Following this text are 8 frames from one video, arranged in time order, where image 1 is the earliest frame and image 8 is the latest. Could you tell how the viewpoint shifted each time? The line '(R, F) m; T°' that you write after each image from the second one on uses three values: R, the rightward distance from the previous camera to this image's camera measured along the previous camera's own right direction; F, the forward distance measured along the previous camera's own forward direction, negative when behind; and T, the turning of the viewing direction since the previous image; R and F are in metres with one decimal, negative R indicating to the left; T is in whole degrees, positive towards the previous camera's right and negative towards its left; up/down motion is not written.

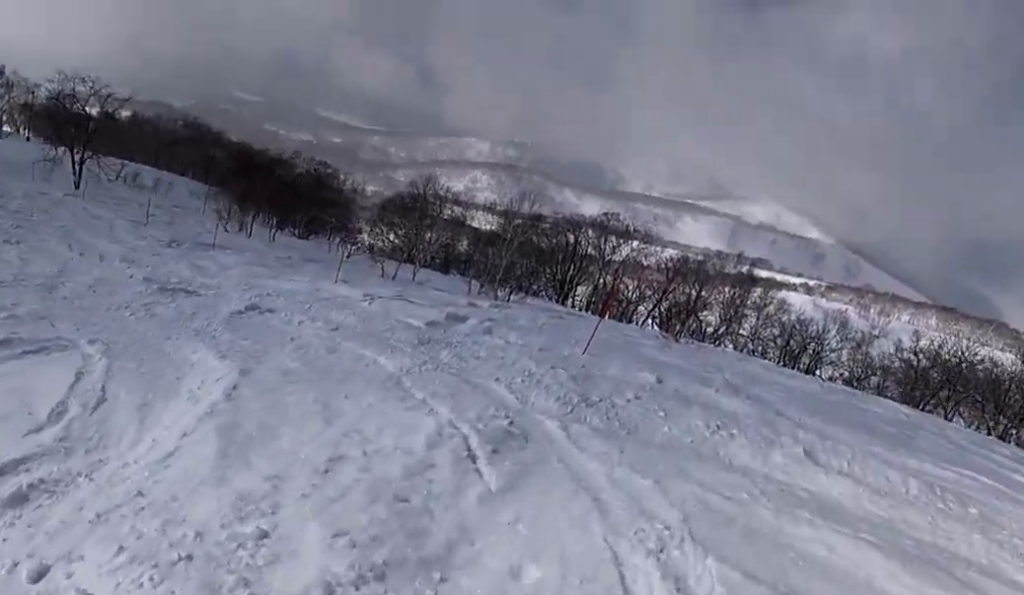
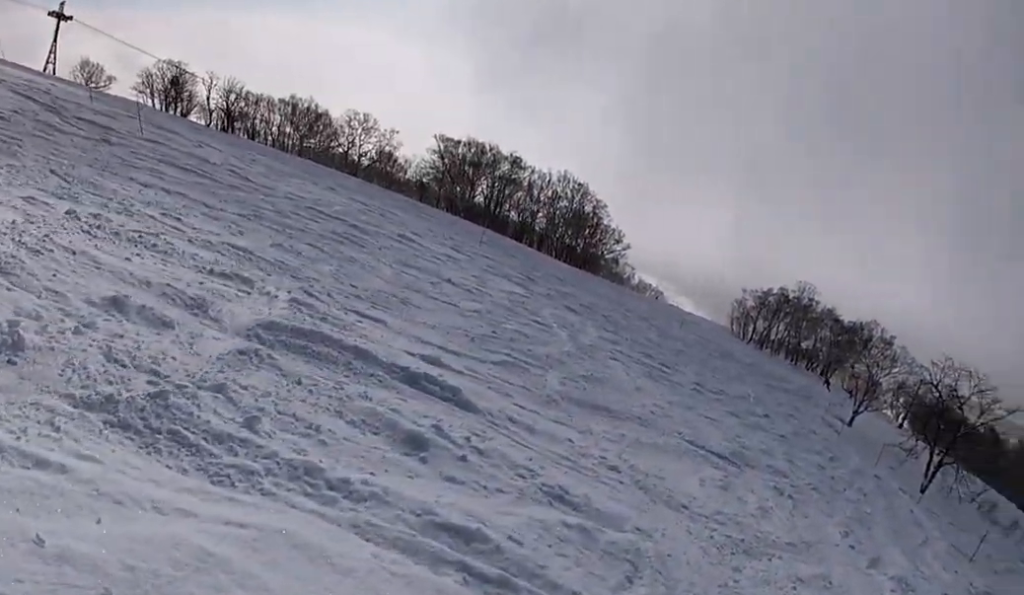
(-2.4, +4.1) m; -44°
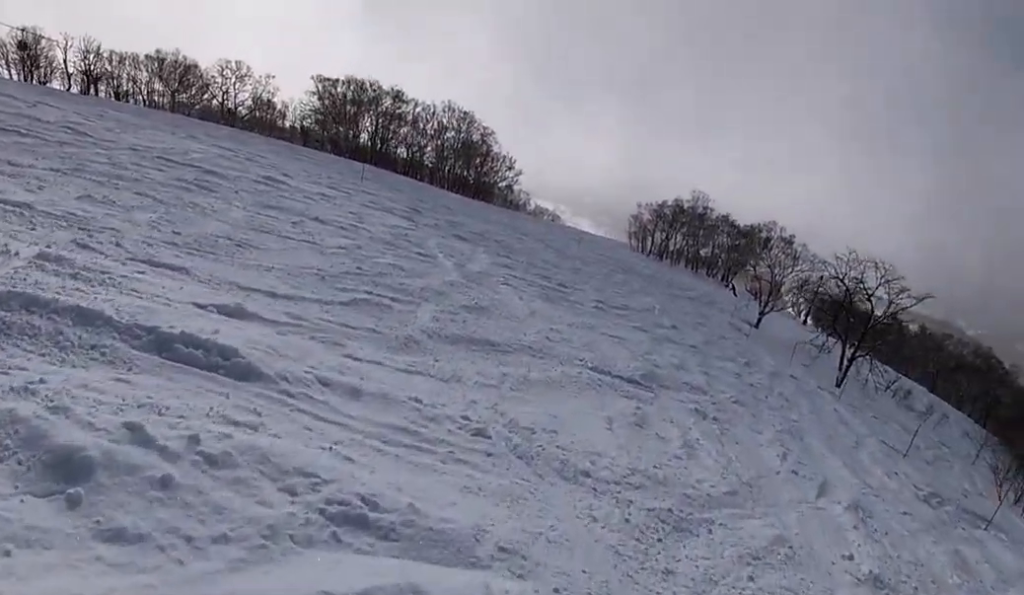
(-0.5, +2.9) m; -14°
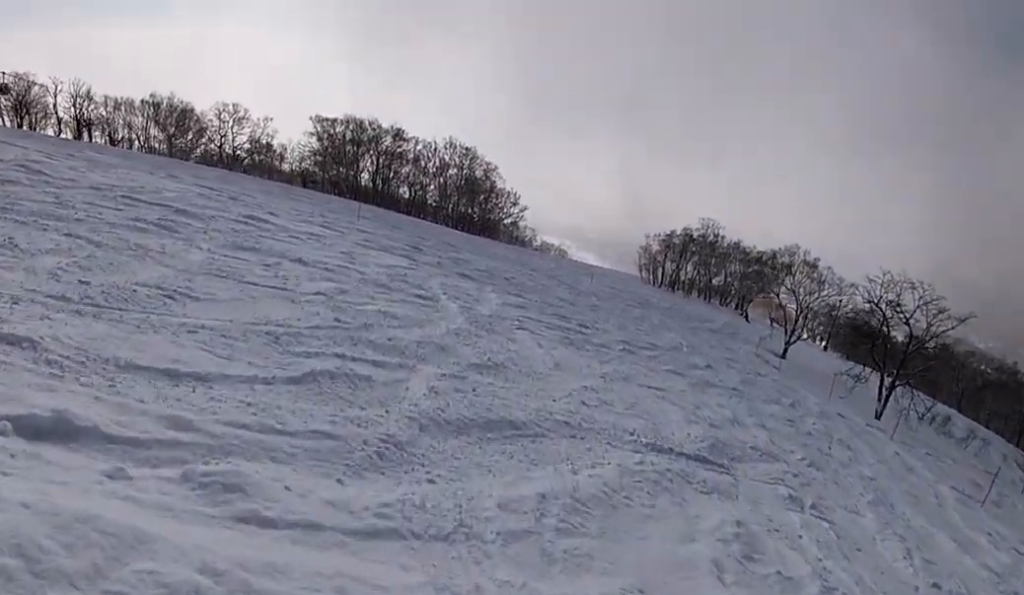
(-0.2, +4.0) m; -6°
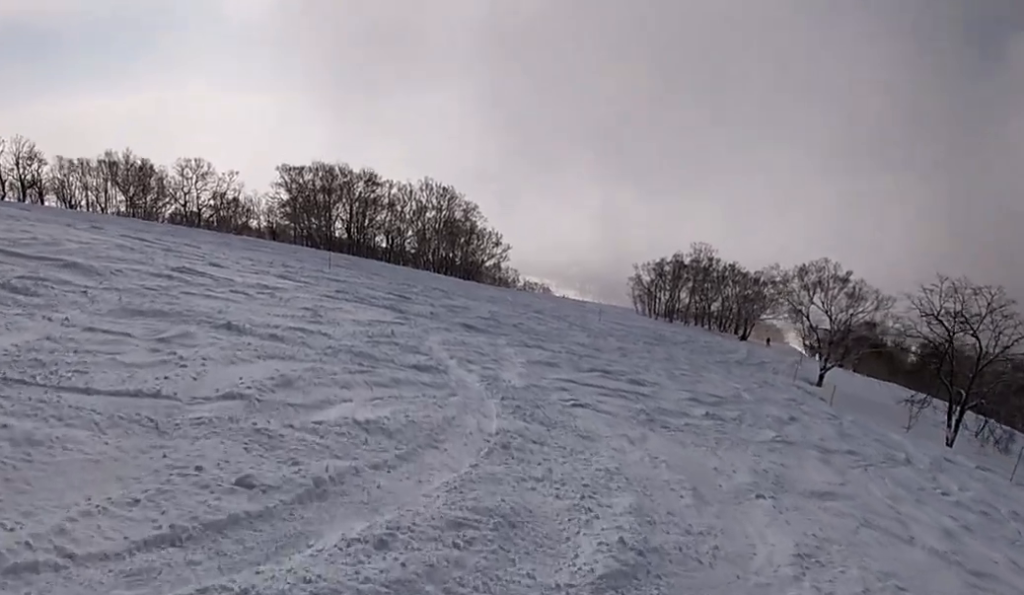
(-0.6, +7.8) m; -9°
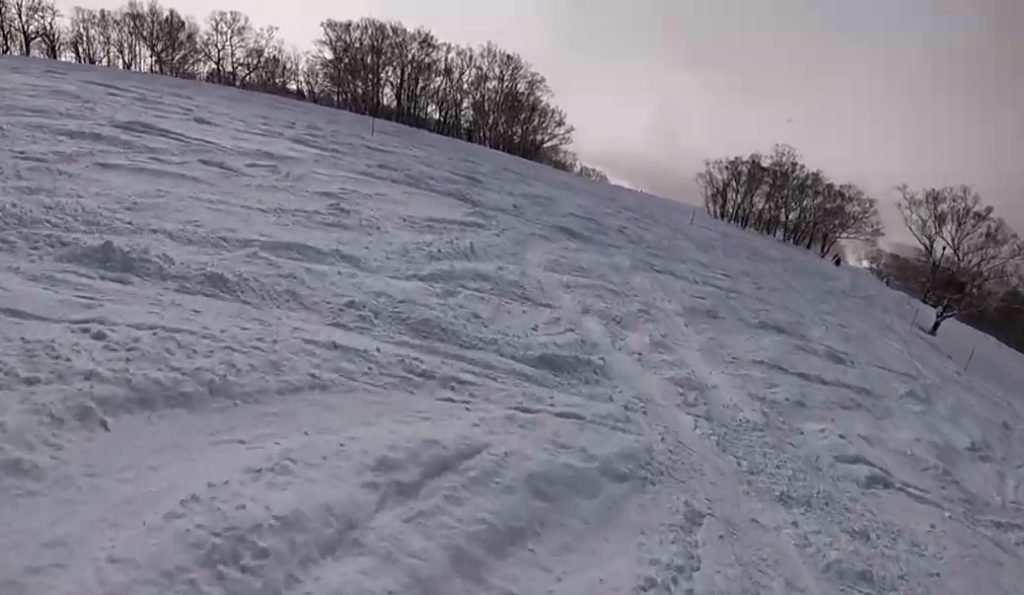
(-0.4, +7.5) m; -4°
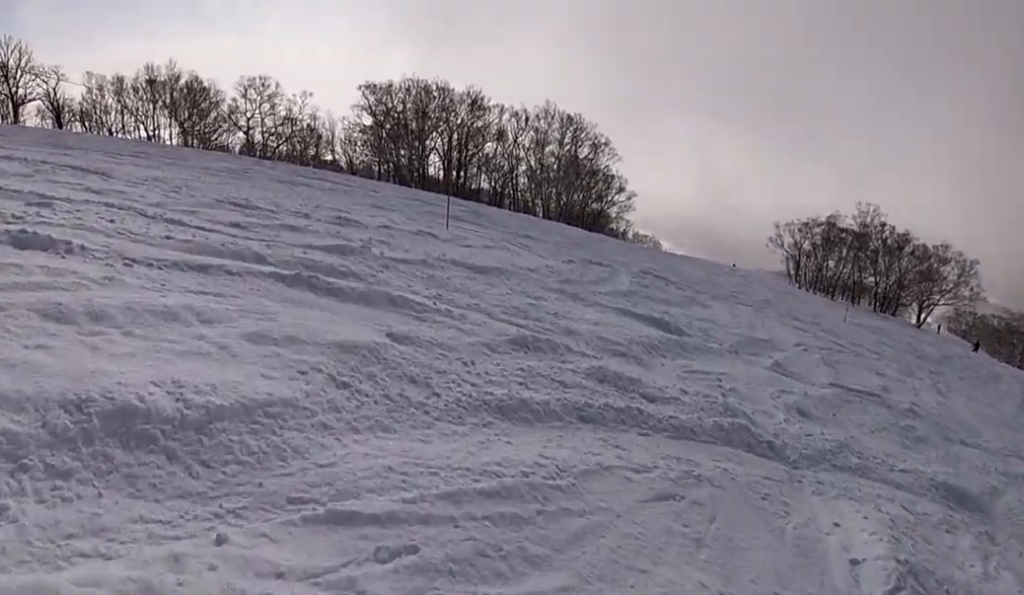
(0.0, +10.5) m; 0°
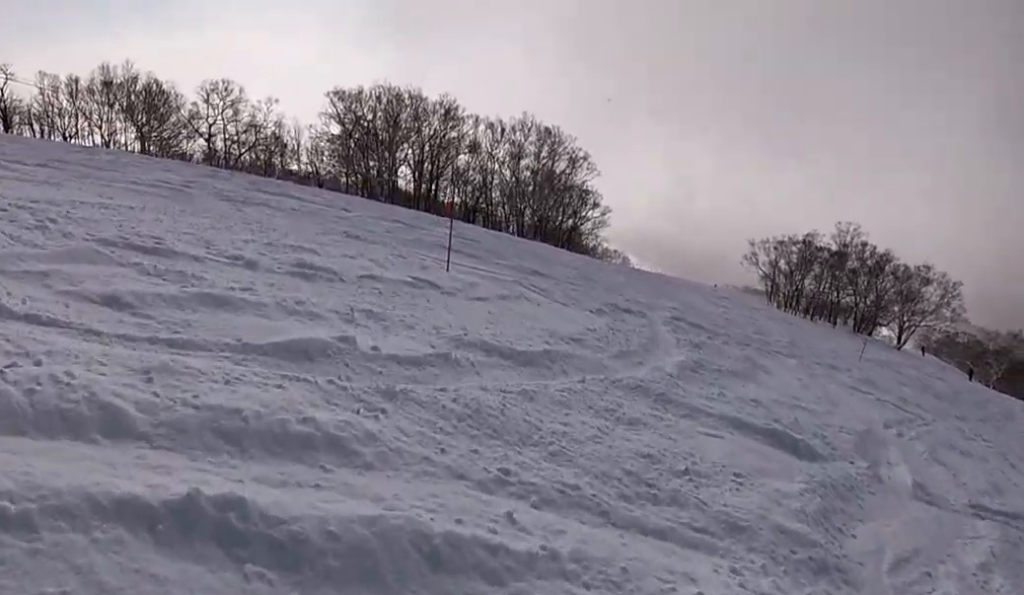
(0.0, +3.8) m; -1°
